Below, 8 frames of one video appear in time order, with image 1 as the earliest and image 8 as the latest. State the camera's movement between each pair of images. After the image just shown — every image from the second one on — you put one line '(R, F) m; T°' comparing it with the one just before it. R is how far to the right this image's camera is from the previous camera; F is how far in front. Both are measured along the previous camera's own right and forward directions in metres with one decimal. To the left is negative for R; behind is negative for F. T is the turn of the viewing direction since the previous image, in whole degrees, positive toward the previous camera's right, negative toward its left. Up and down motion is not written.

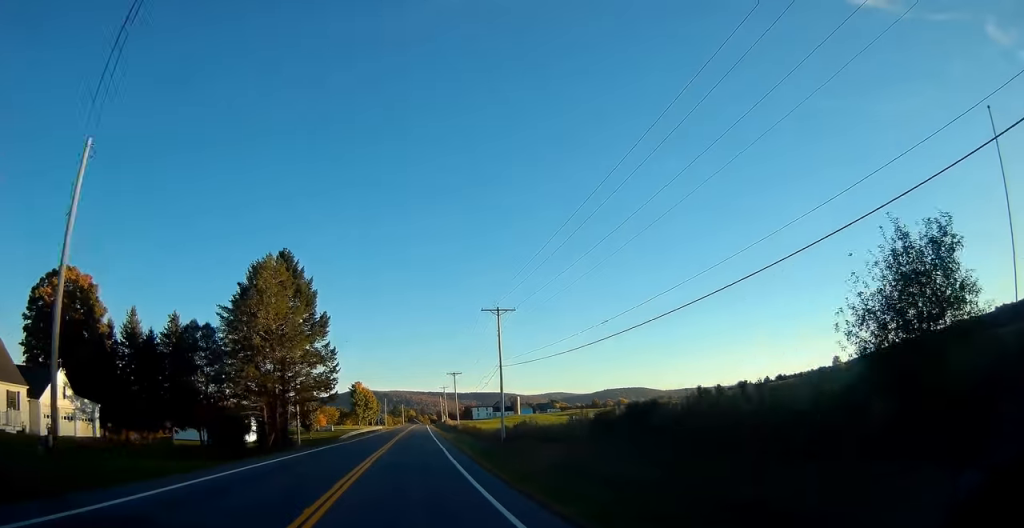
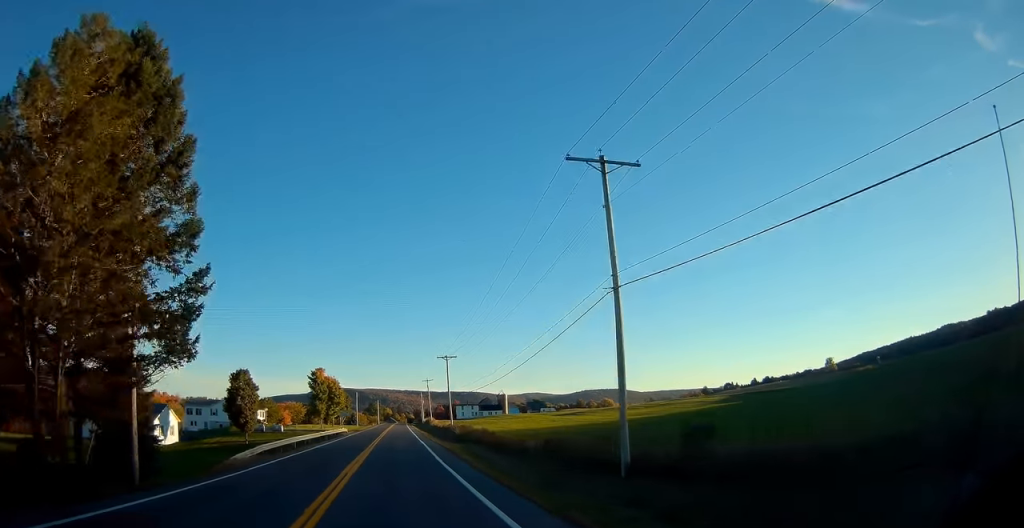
(+0.9, +30.9) m; +2°
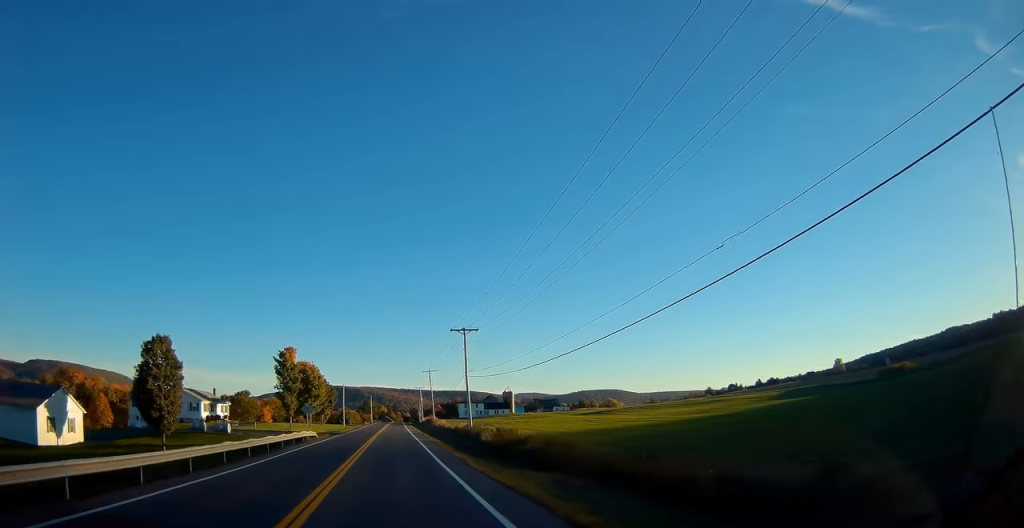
(+0.2, +26.3) m; +1°
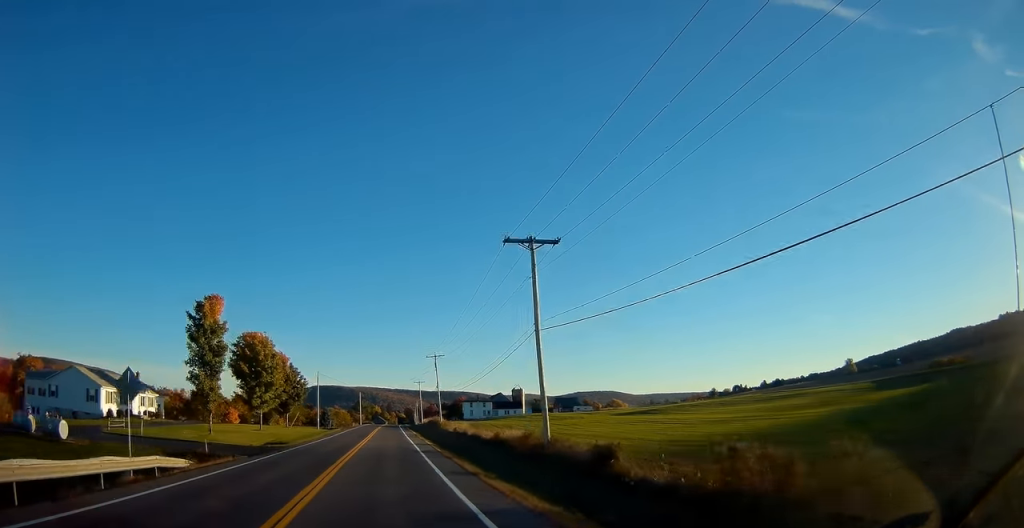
(+0.3, +31.6) m; +1°
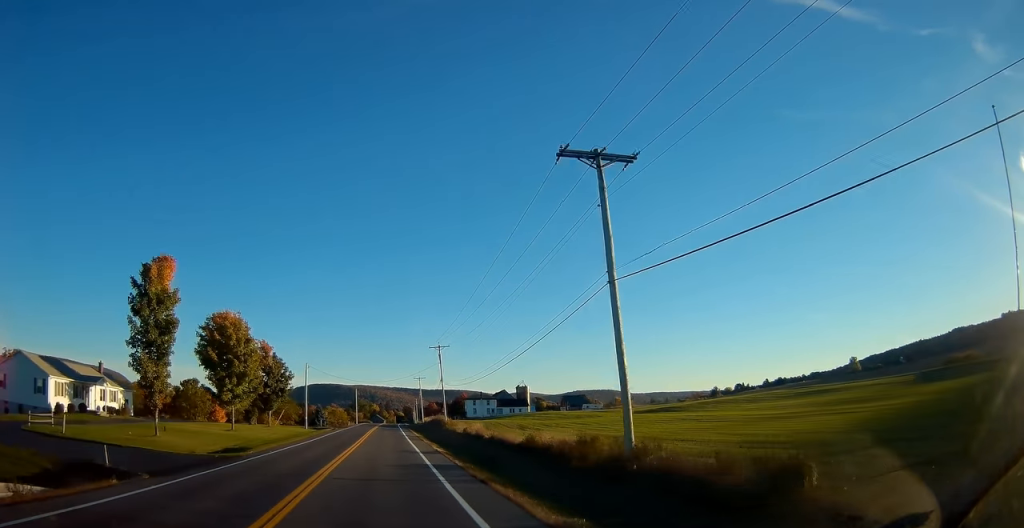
(0.0, +10.9) m; 0°
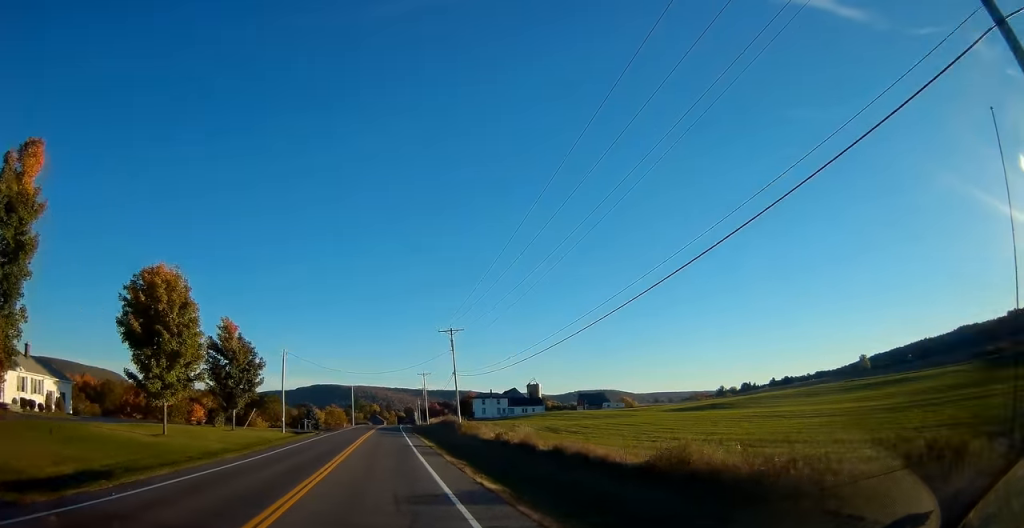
(0.0, +16.8) m; 0°
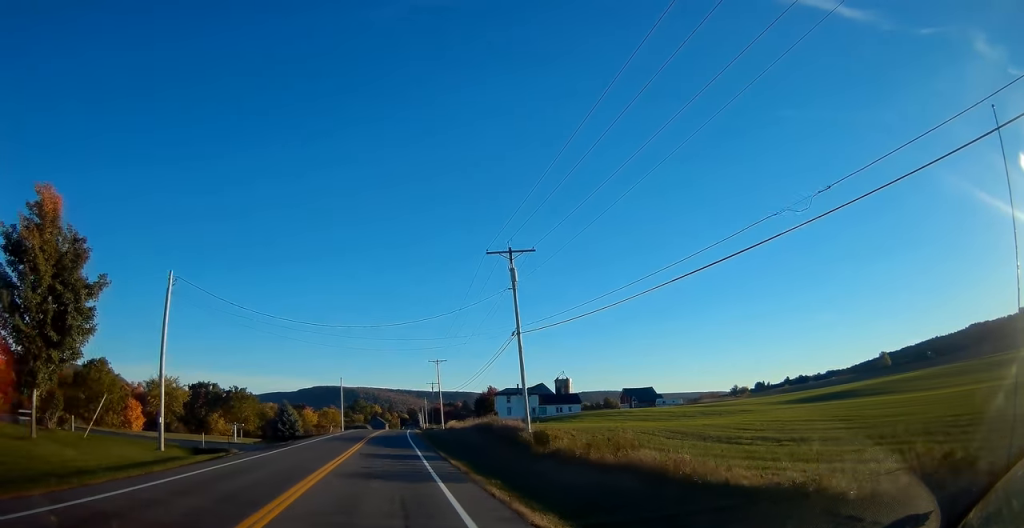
(+0.1, +32.6) m; 0°
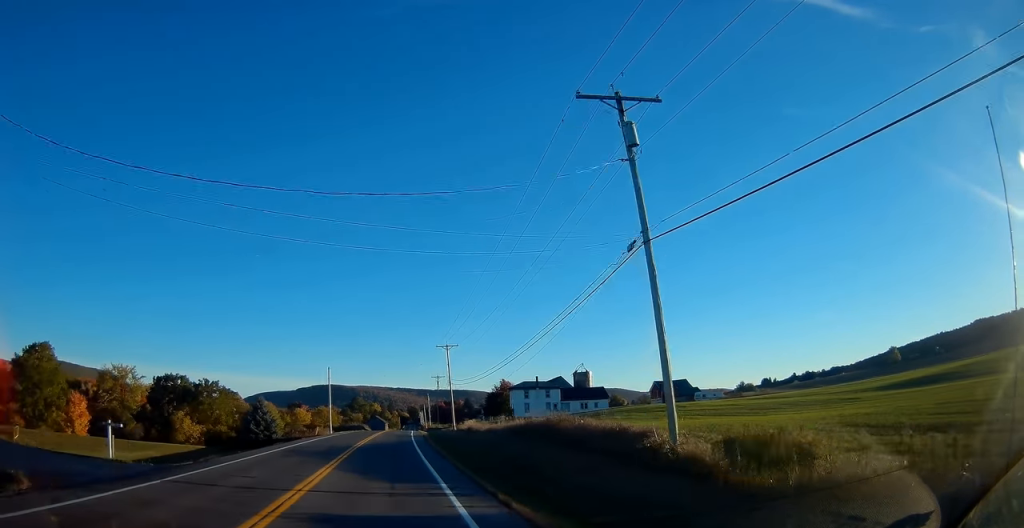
(0.0, +17.8) m; 0°
